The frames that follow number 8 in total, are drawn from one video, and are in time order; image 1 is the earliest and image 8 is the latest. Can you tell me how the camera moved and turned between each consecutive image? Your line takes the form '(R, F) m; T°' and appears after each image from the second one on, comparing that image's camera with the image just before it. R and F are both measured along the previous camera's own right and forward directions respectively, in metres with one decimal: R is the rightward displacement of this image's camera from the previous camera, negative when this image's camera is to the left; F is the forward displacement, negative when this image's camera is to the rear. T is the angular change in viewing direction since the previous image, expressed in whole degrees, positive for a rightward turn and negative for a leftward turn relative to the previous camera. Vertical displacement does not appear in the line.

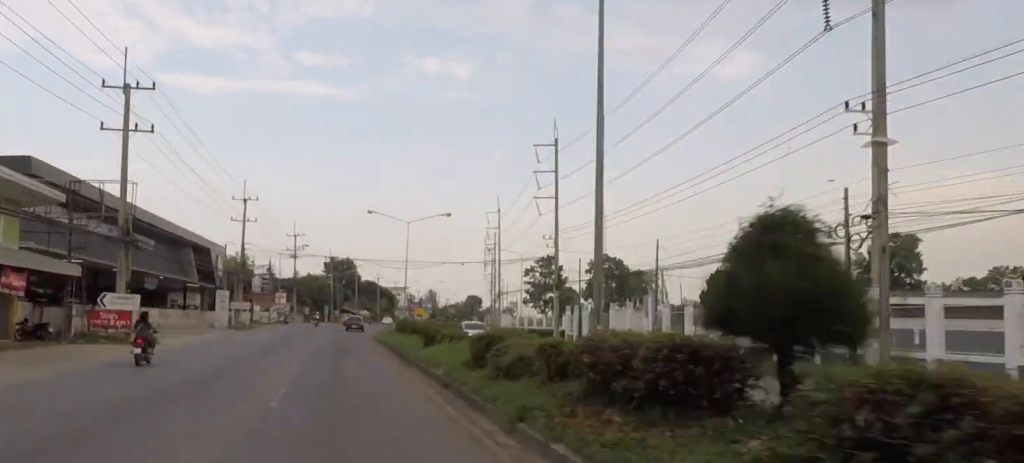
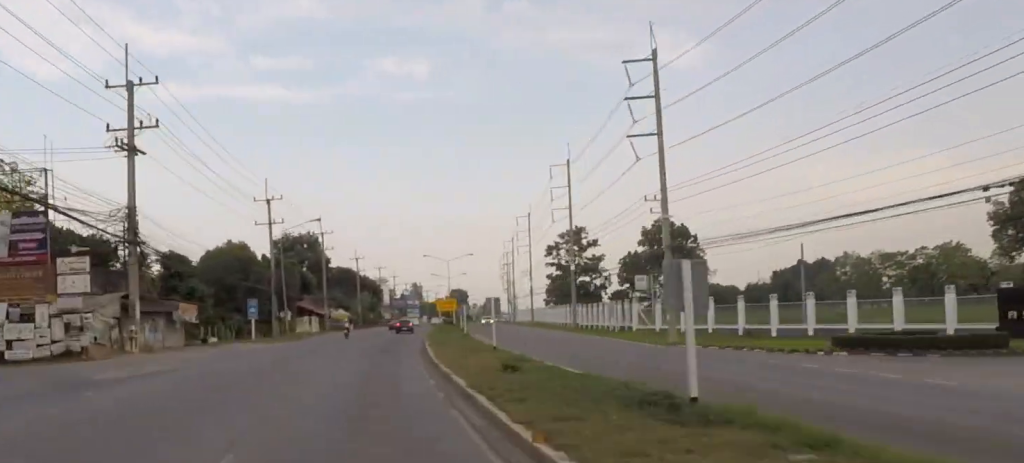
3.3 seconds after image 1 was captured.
(+3.2, +67.8) m; +5°
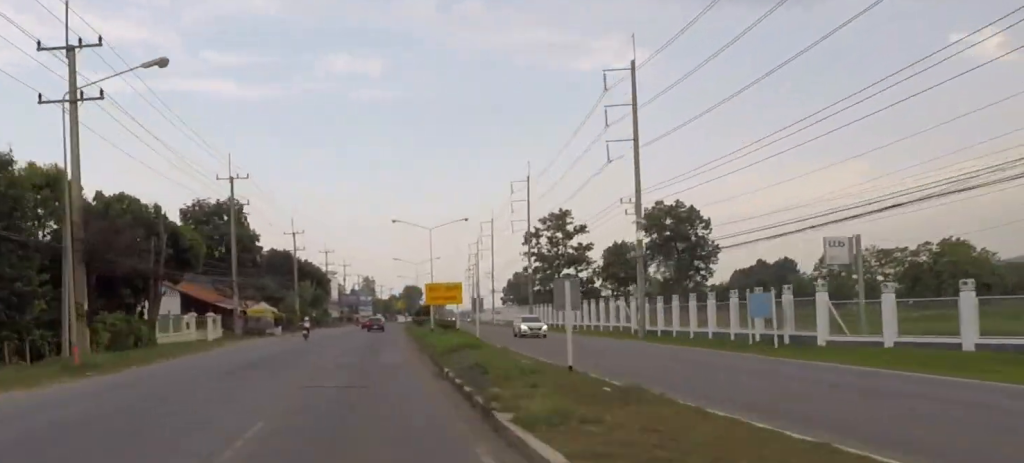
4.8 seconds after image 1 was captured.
(+0.1, +33.5) m; +4°
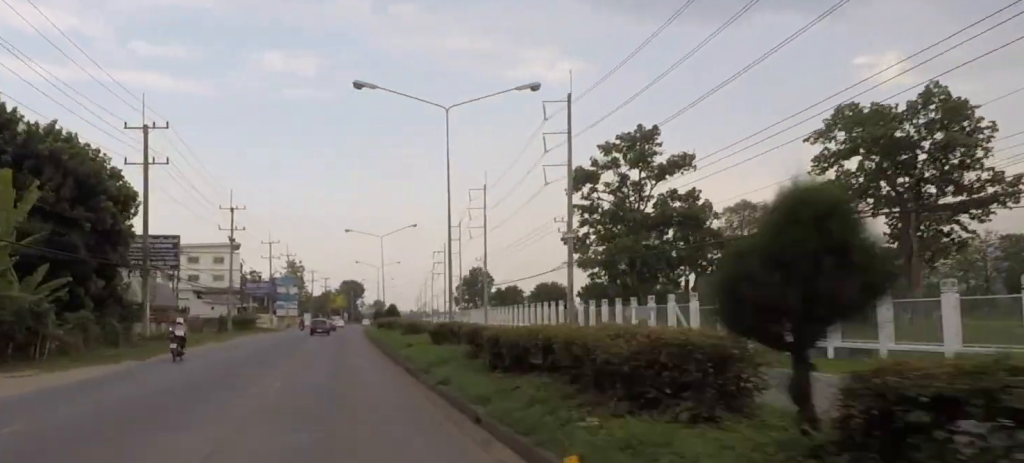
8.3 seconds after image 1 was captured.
(+3.5, +76.1) m; +1°
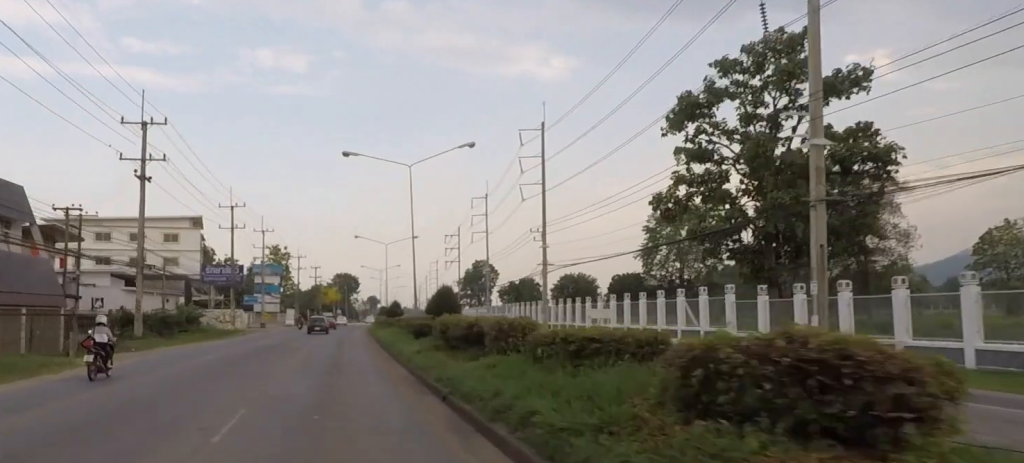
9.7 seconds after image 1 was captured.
(-0.6, +29.6) m; -1°
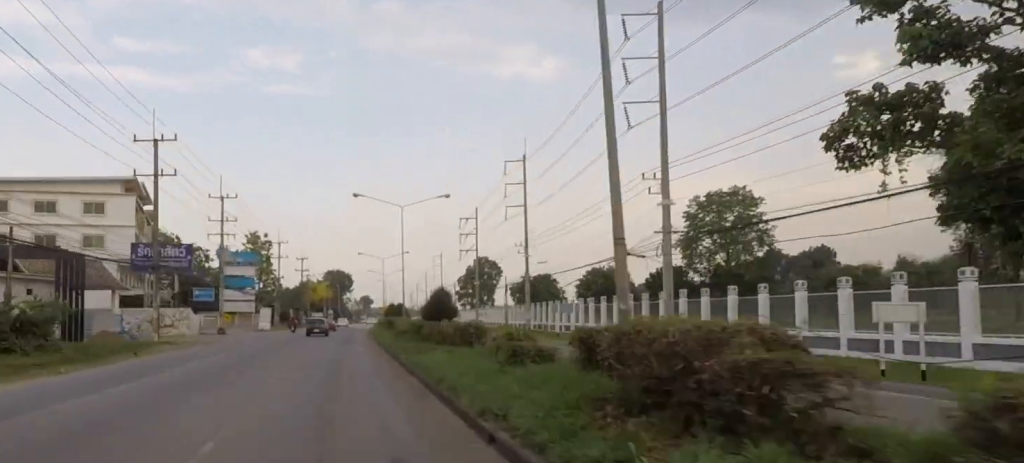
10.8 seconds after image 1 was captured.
(-0.1, +26.0) m; +1°
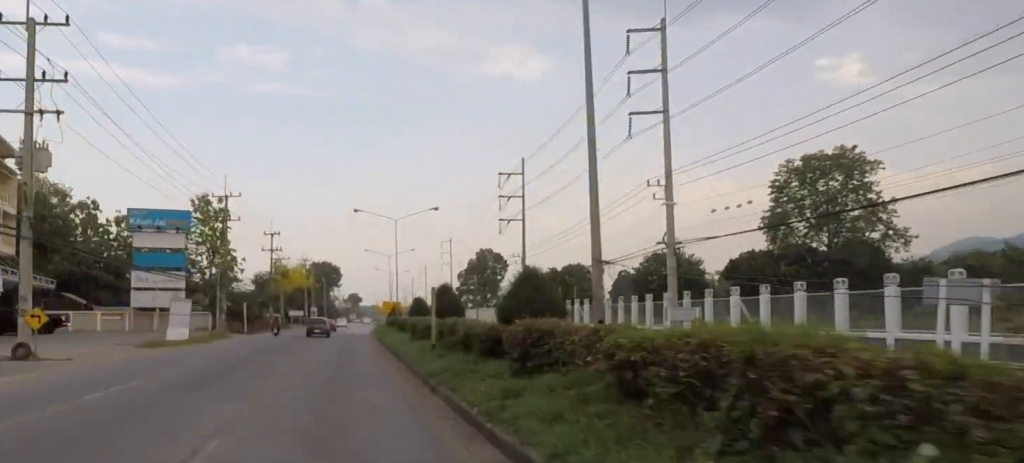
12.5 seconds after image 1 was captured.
(+0.4, +37.0) m; +2°
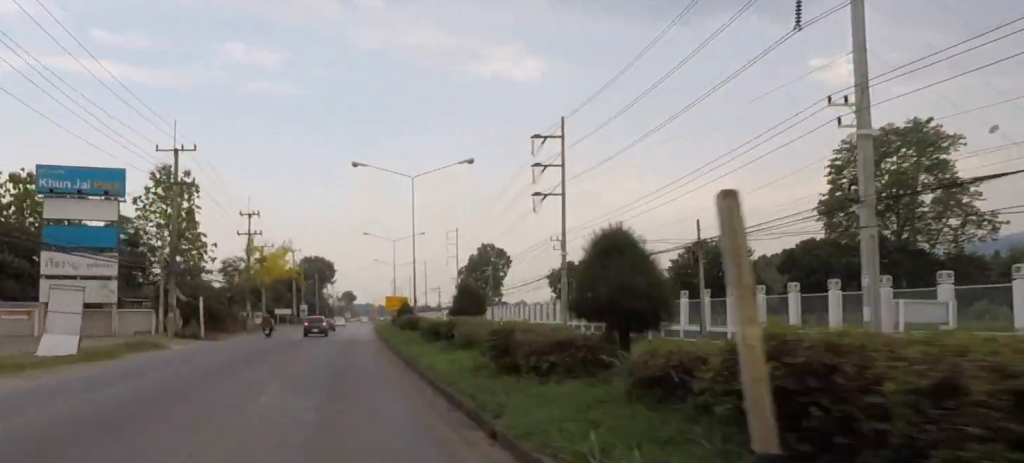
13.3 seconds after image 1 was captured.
(-0.2, +16.6) m; +1°
